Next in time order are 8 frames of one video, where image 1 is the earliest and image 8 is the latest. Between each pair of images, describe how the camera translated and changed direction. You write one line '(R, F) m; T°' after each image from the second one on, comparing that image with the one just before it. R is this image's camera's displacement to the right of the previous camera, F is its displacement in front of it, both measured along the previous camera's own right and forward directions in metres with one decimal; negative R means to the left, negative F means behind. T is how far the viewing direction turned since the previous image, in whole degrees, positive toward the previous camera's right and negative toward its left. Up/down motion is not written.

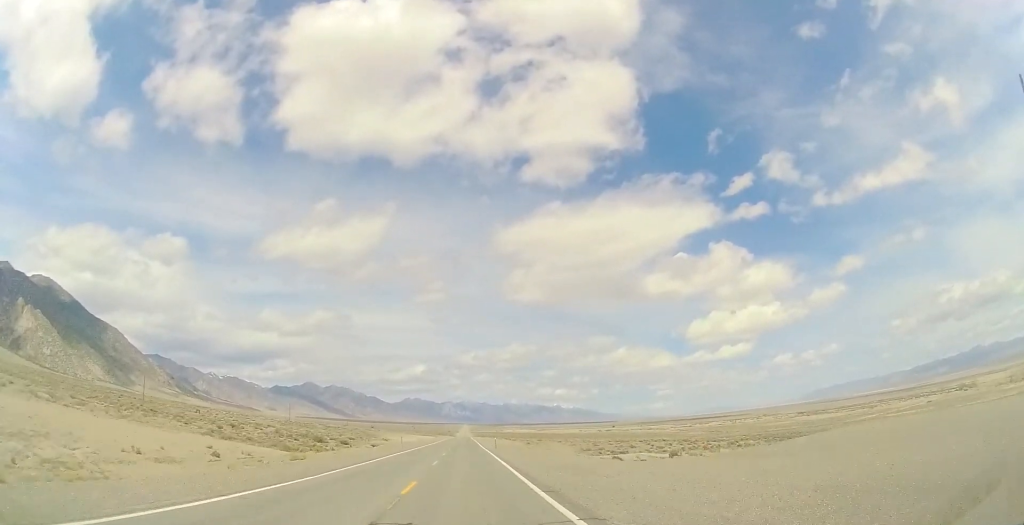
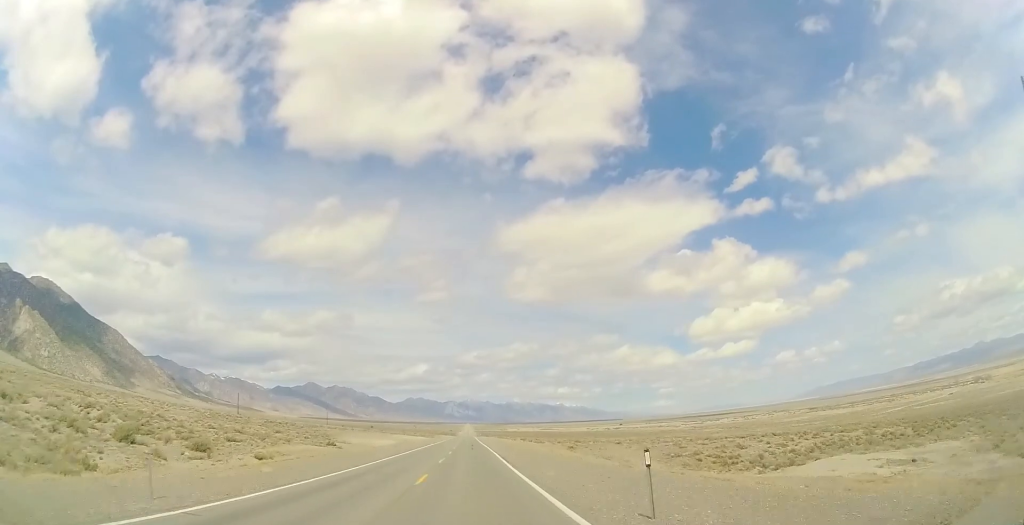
(0.0, +45.7) m; 0°
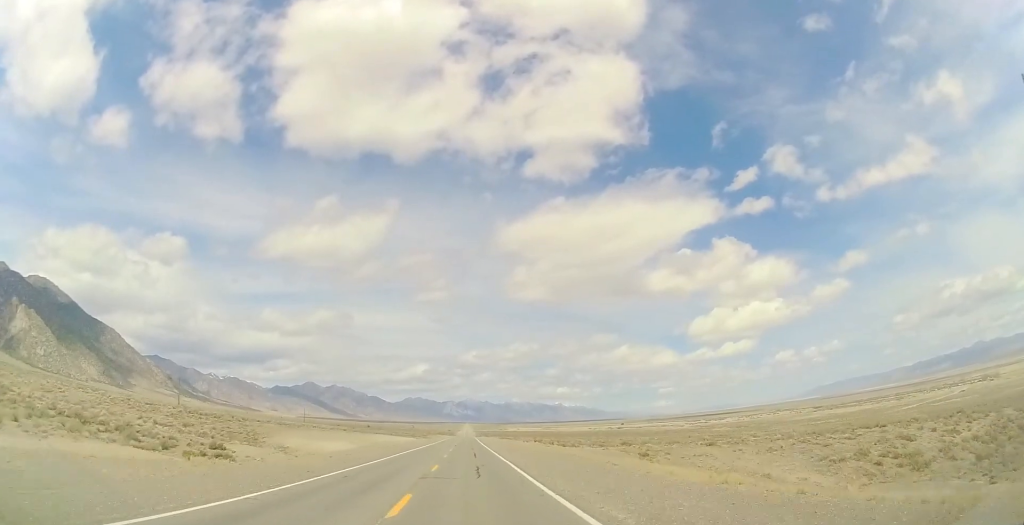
(0.0, +30.8) m; 0°
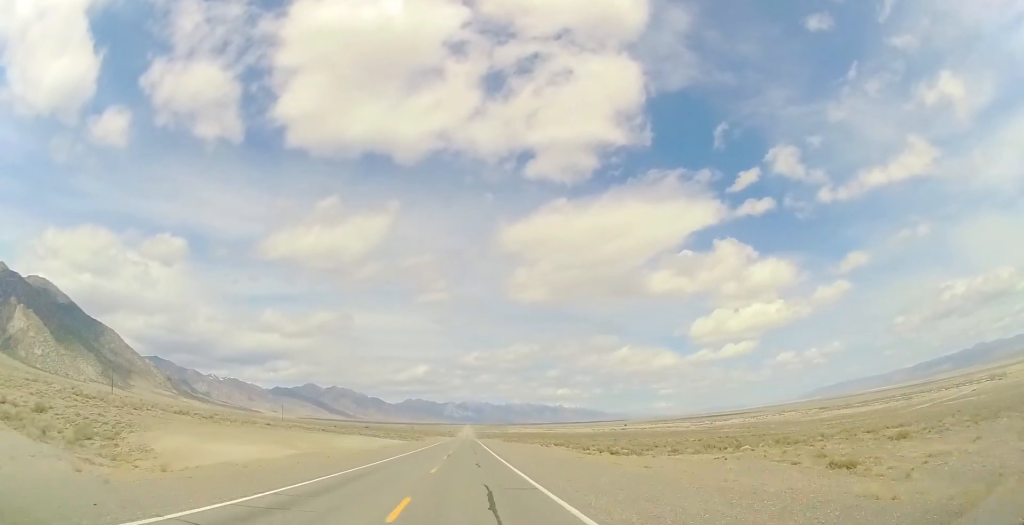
(0.0, +24.5) m; 0°
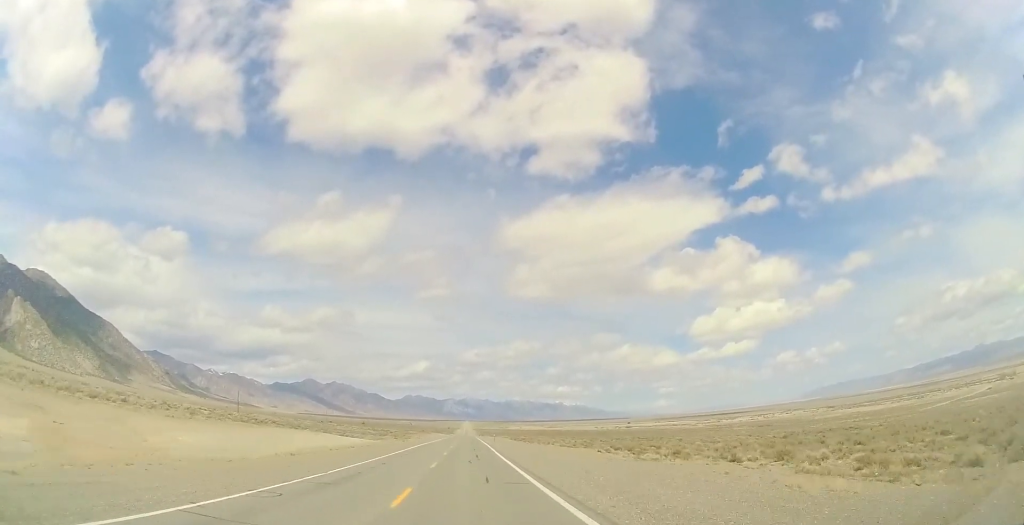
(0.0, +35.3) m; 0°
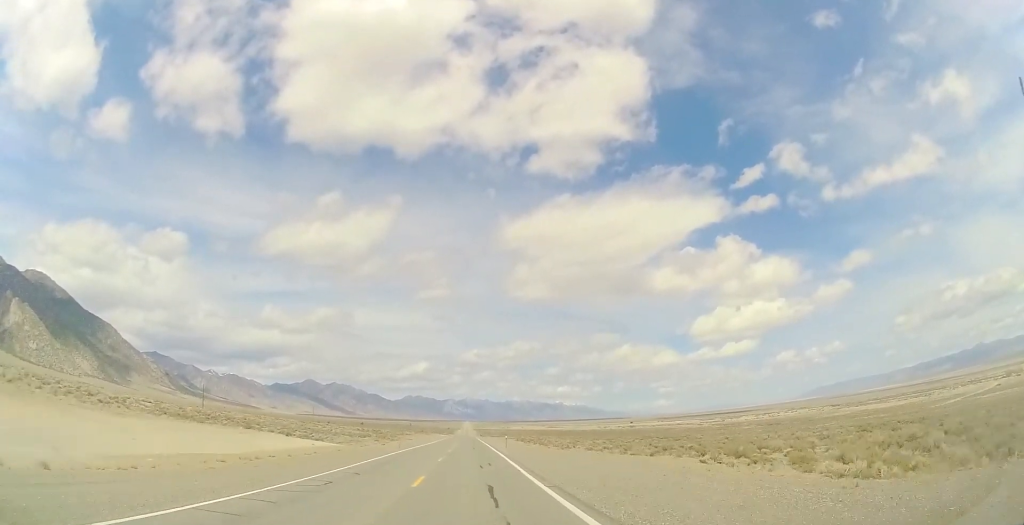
(0.0, +20.4) m; 0°
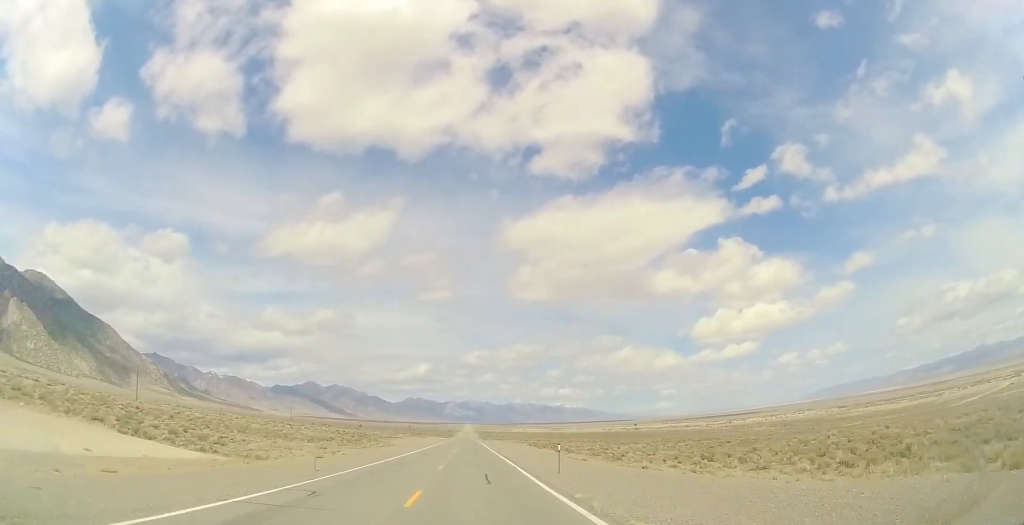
(0.0, +27.9) m; 0°
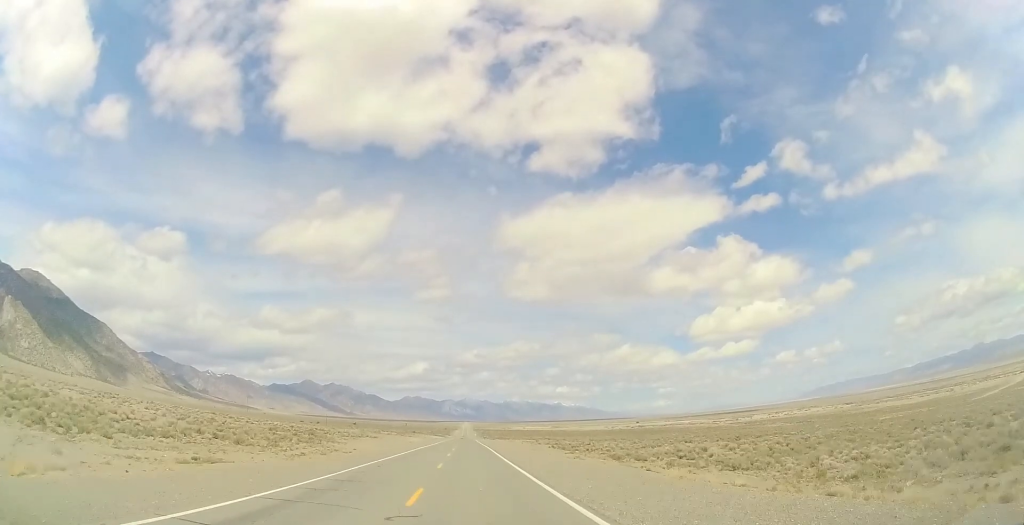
(0.0, +36.6) m; 0°
